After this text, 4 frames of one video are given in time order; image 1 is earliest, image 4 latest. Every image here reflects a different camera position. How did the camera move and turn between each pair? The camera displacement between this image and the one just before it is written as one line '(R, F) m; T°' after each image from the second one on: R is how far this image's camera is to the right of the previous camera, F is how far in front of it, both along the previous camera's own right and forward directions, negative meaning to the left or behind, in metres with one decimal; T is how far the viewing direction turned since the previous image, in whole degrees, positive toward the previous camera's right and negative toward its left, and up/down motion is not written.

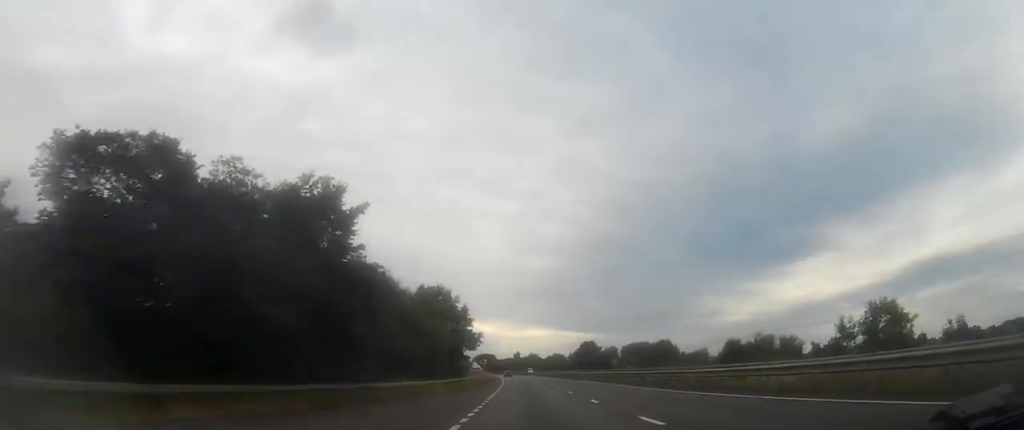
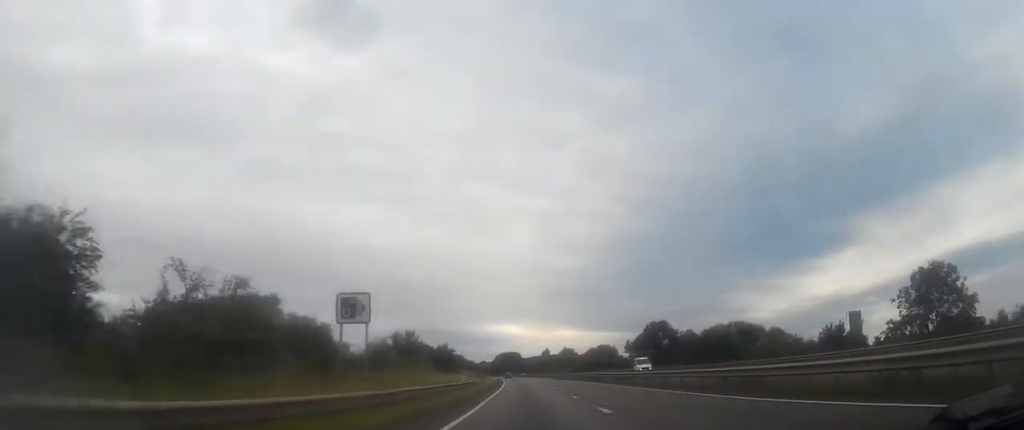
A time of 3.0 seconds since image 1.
(-1.7, +84.5) m; -2°
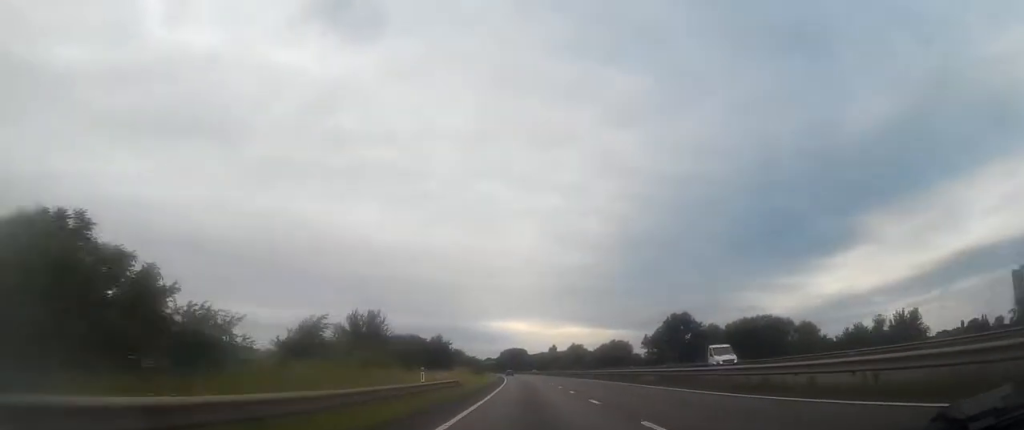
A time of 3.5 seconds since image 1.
(0.0, +15.2) m; 0°
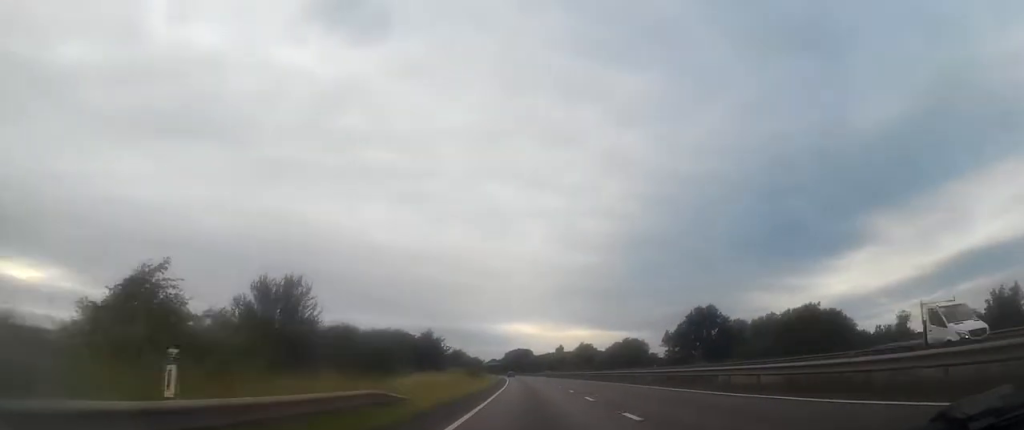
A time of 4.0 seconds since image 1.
(-0.1, +15.2) m; -1°
